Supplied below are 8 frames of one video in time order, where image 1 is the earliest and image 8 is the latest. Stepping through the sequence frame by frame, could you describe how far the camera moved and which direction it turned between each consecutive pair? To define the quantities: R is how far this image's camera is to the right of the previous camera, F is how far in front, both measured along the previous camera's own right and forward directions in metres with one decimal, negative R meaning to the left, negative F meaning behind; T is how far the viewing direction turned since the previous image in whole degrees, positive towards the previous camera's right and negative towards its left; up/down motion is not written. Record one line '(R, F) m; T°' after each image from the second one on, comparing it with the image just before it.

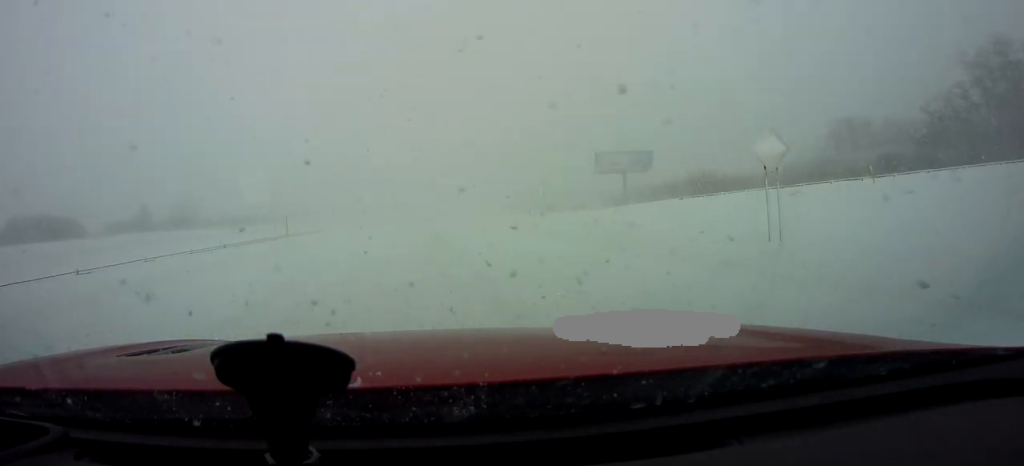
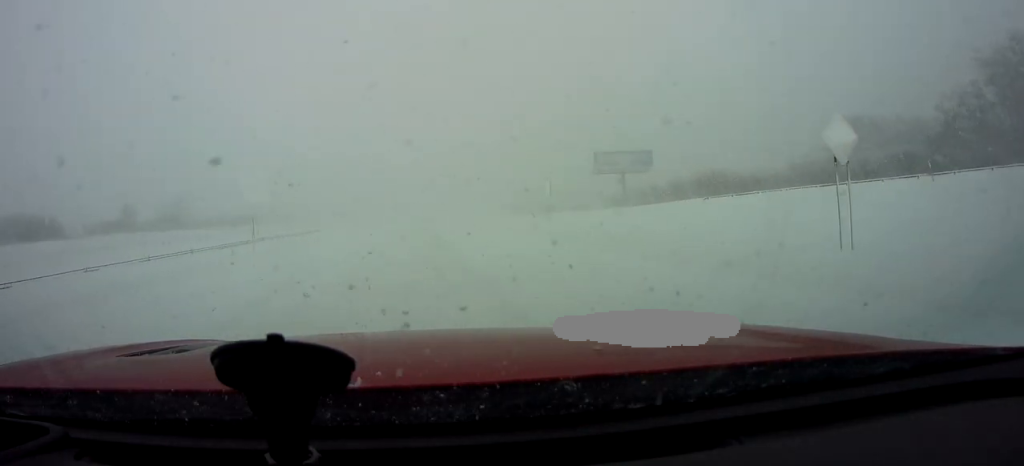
(0.0, +3.9) m; +1°
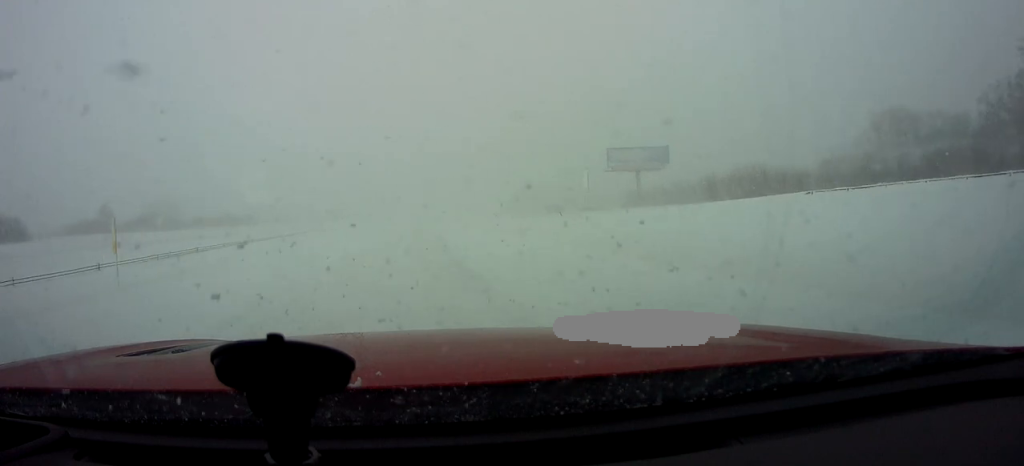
(+0.2, +8.8) m; +3°
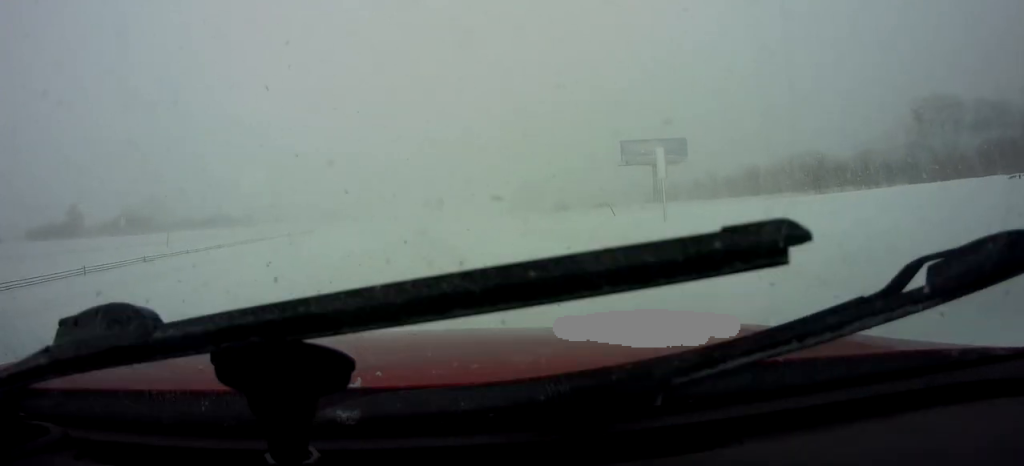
(+0.4, +10.2) m; 0°
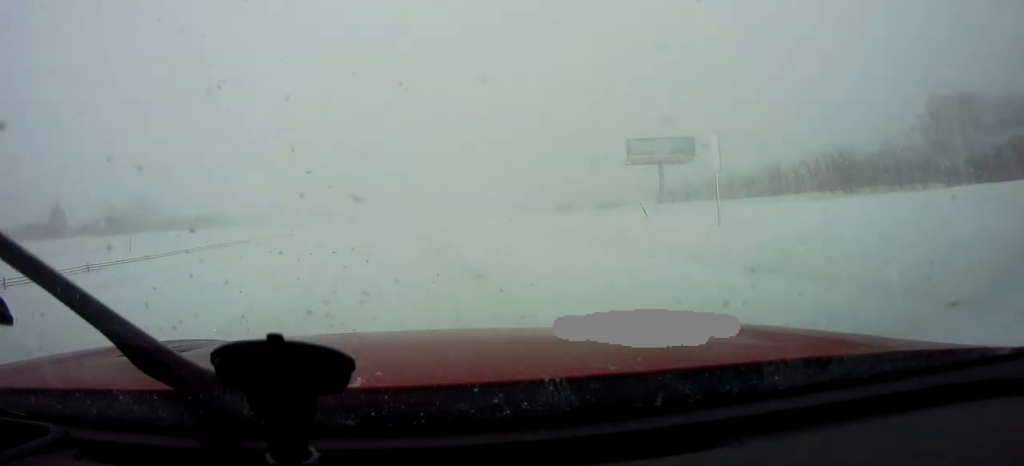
(+0.1, +4.2) m; -1°
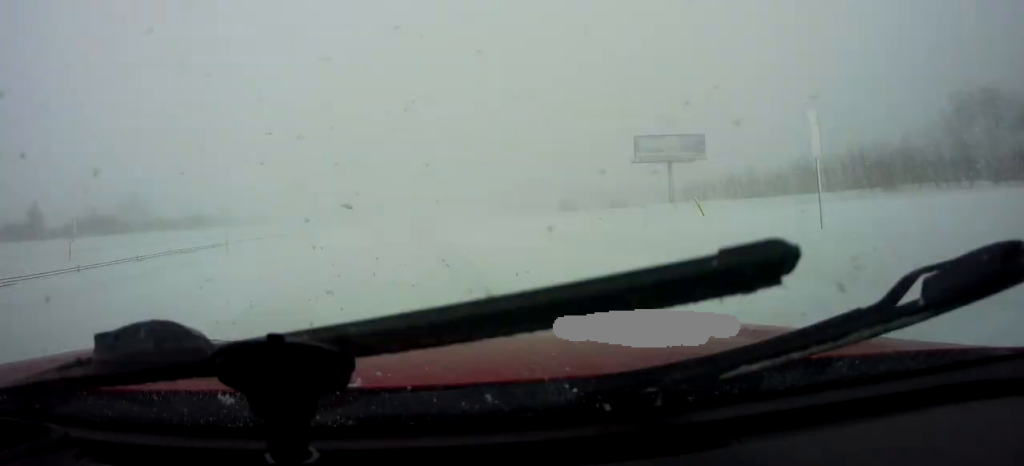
(-0.3, +5.2) m; 0°
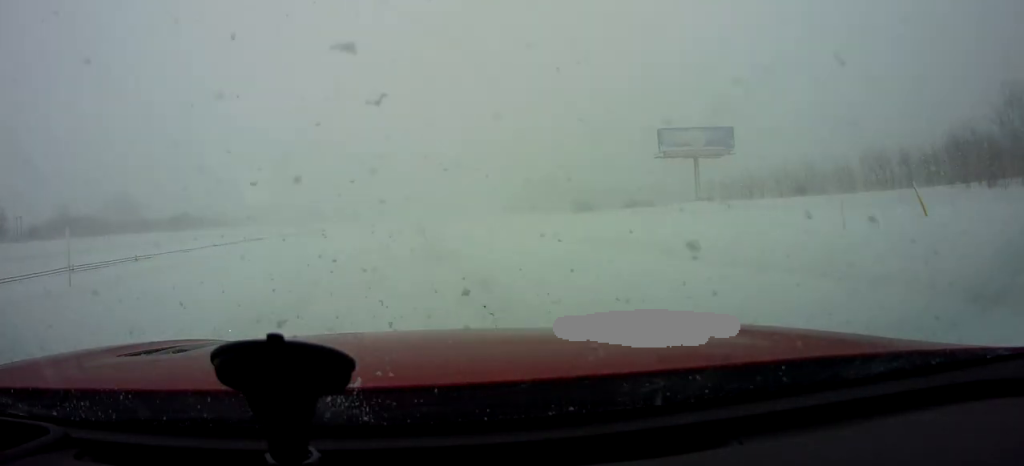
(+0.1, +9.8) m; +2°
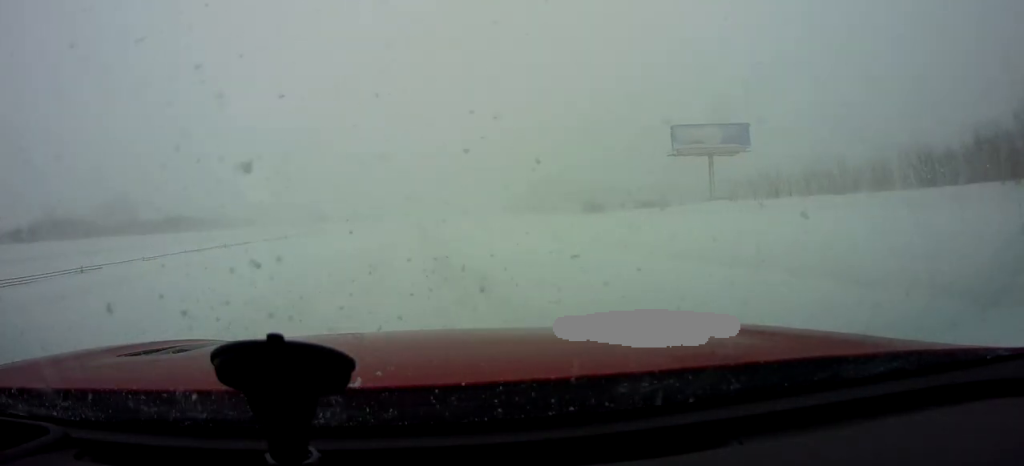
(+0.1, +4.5) m; +1°
